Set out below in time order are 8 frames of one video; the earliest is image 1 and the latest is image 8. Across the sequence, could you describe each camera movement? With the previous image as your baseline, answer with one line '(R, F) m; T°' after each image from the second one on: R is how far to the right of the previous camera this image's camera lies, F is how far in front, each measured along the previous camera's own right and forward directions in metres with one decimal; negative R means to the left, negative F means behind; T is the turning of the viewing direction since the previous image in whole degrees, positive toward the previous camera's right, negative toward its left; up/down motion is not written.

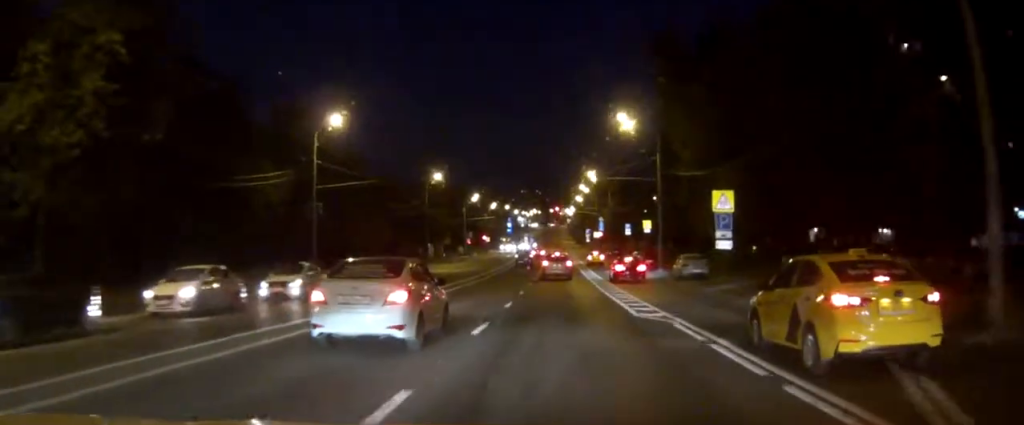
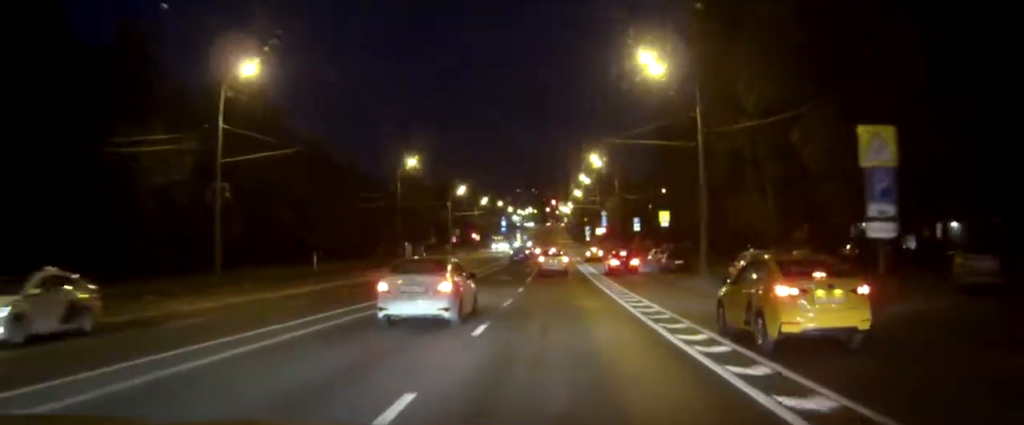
(-0.1, +16.4) m; 0°
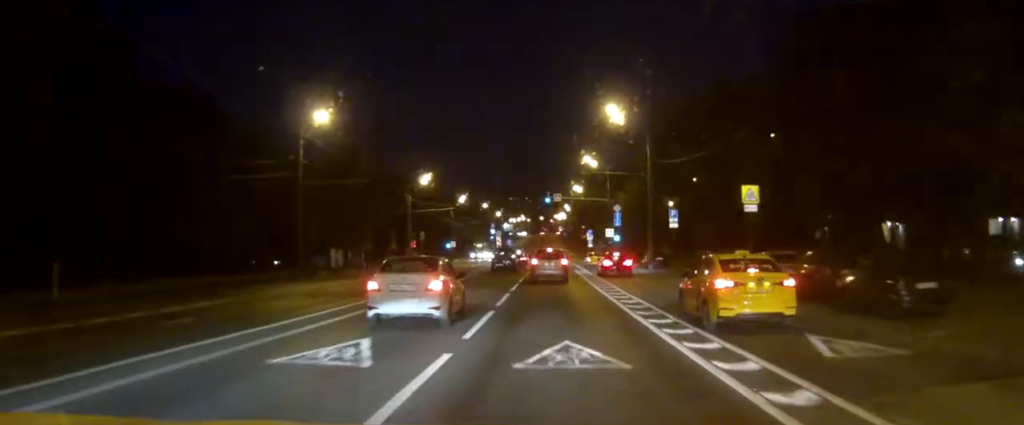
(+0.3, +33.4) m; 0°
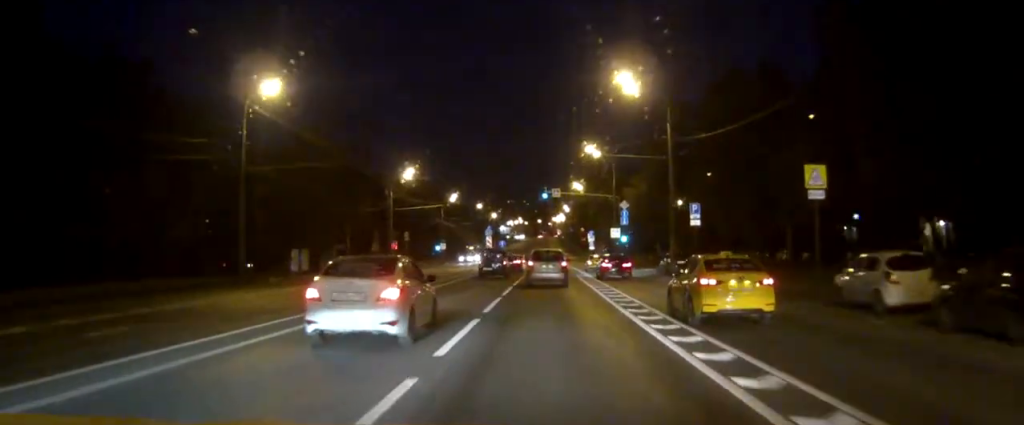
(-0.1, +10.5) m; 0°
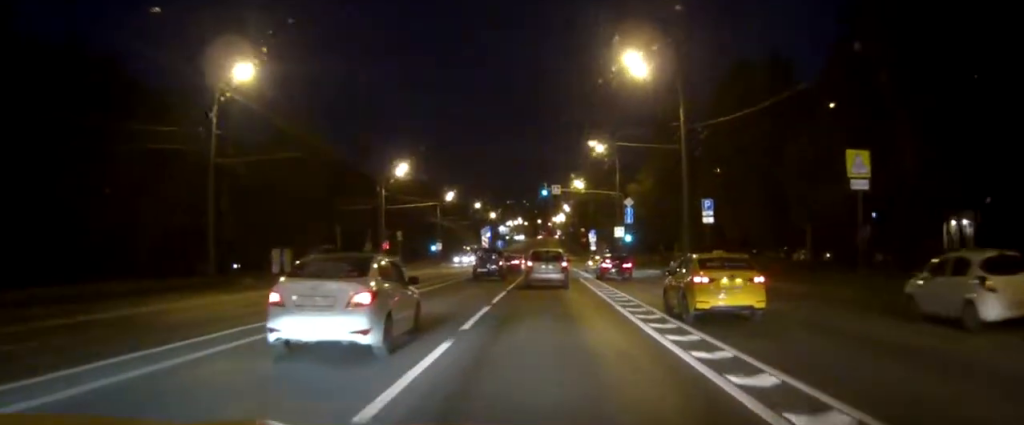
(0.0, +4.5) m; +1°
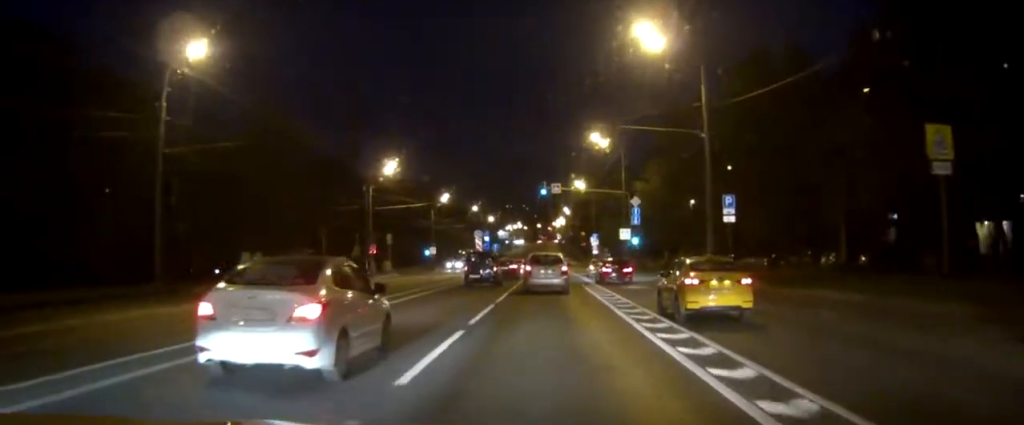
(0.0, +6.1) m; +1°
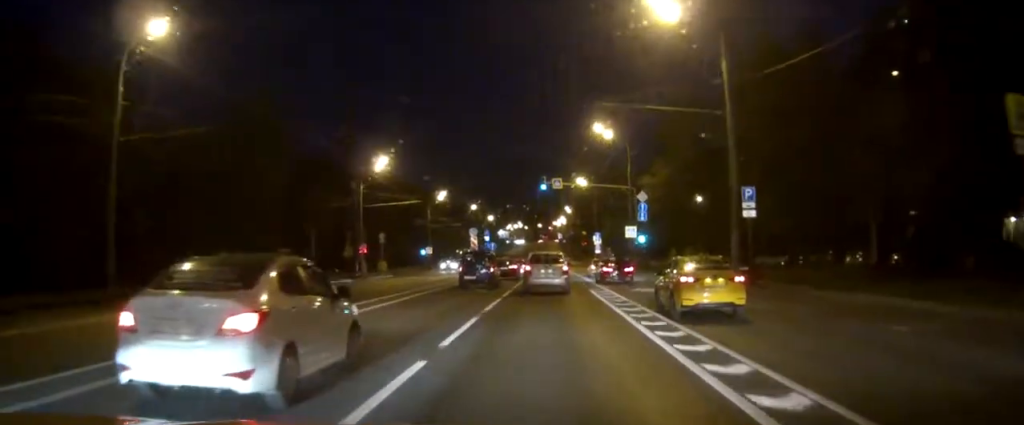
(0.0, +4.3) m; 0°
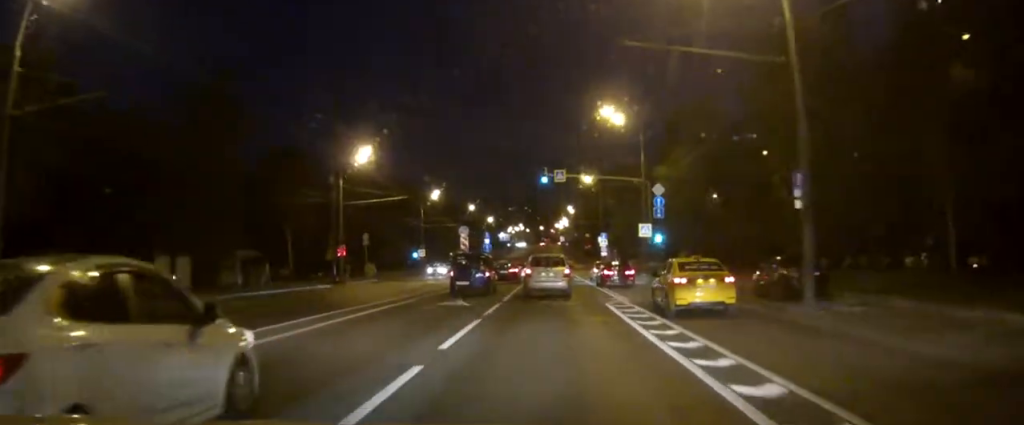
(0.0, +8.2) m; 0°
